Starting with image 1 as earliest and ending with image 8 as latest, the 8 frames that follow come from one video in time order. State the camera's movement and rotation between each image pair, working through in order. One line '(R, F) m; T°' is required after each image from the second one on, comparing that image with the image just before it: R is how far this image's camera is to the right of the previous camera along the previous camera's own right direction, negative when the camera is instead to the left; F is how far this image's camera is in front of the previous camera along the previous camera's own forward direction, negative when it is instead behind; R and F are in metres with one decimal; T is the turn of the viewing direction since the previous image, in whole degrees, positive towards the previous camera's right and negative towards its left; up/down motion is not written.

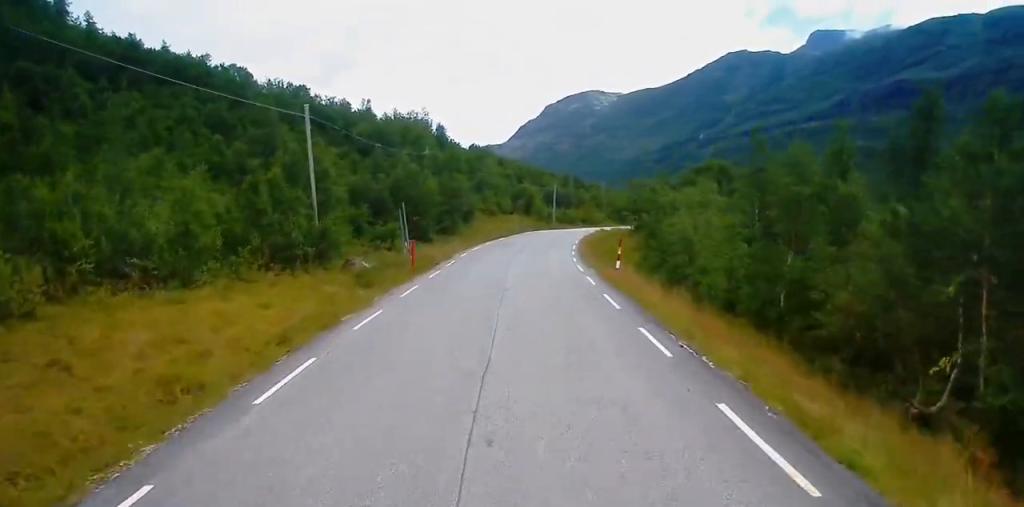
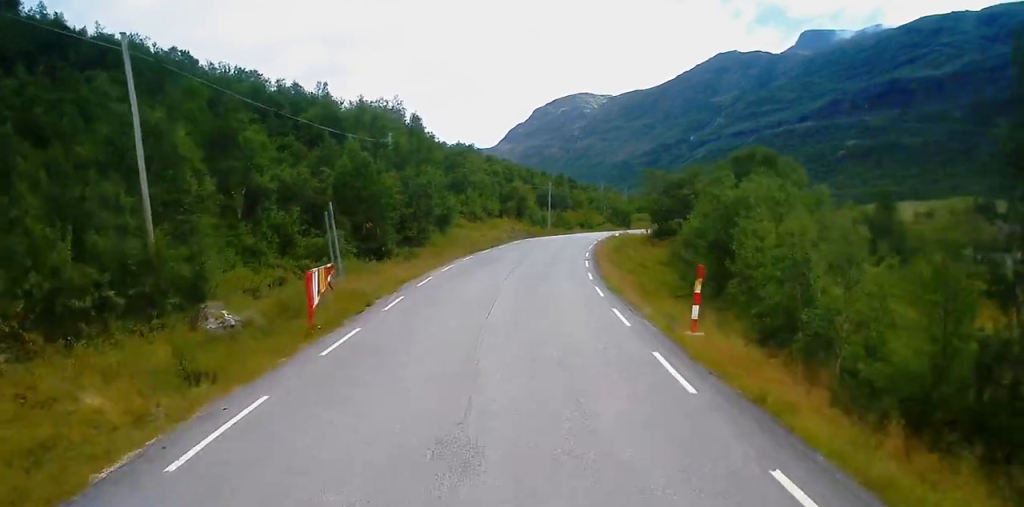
(0.0, +14.5) m; +1°
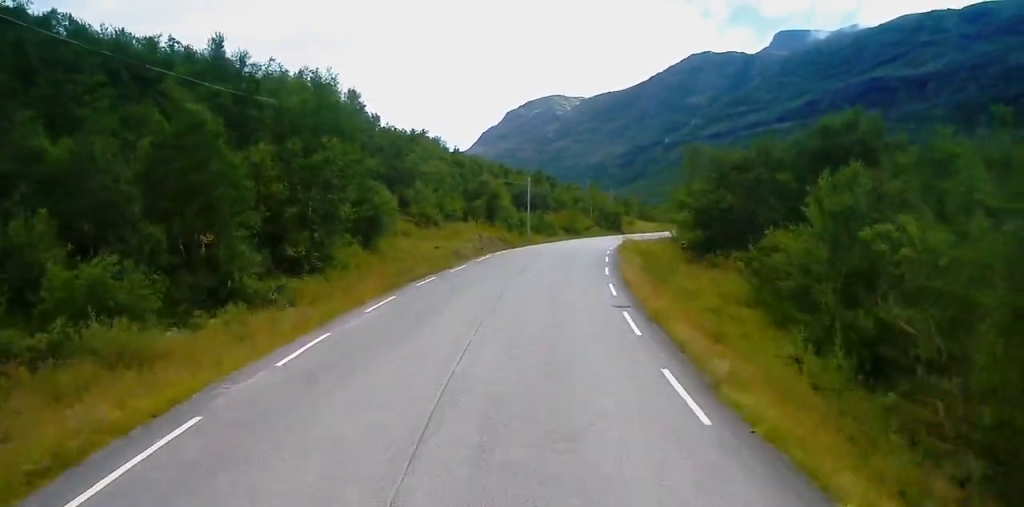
(+0.4, +19.5) m; +3°
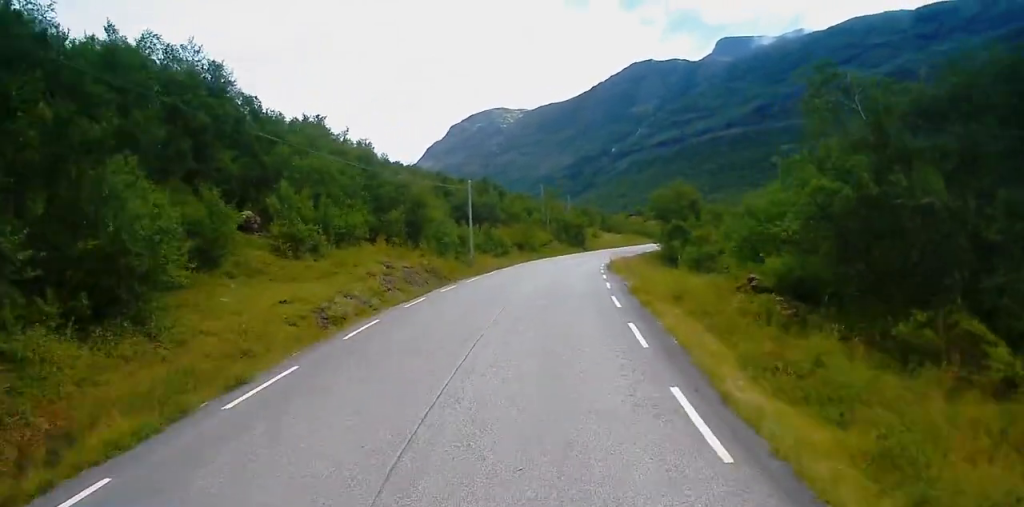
(+0.4, +19.5) m; +3°
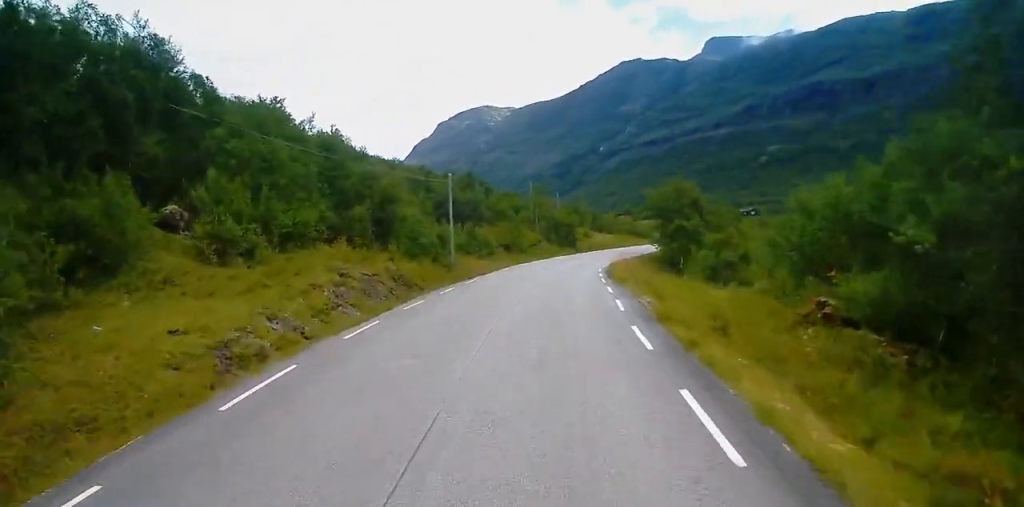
(+0.2, +6.2) m; +2°
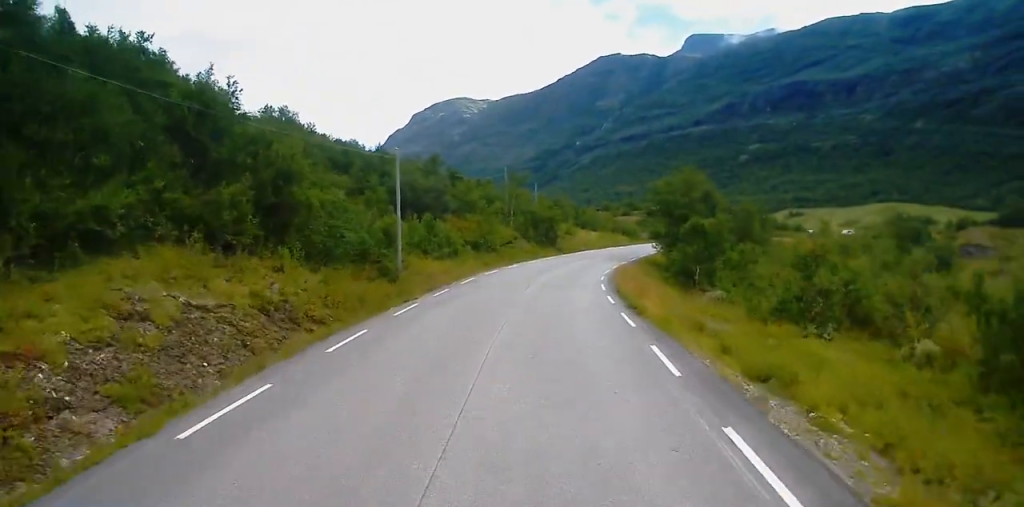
(+0.5, +13.4) m; +2°
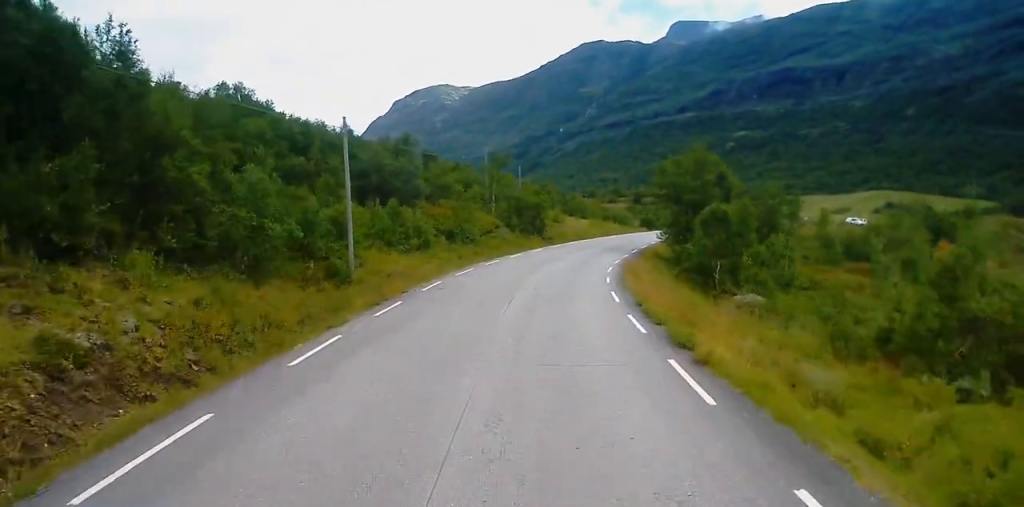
(+0.2, +8.2) m; 0°
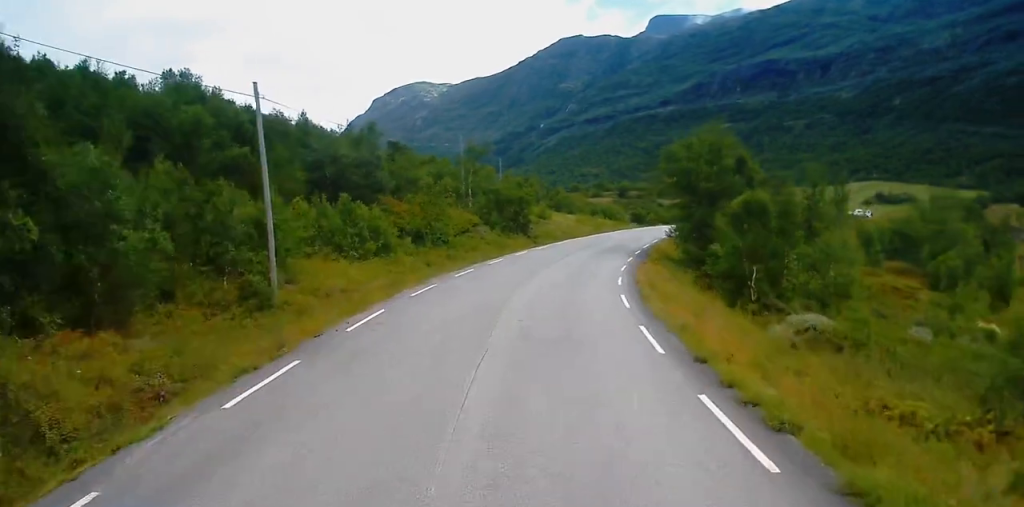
(-0.4, +8.5) m; +1°
